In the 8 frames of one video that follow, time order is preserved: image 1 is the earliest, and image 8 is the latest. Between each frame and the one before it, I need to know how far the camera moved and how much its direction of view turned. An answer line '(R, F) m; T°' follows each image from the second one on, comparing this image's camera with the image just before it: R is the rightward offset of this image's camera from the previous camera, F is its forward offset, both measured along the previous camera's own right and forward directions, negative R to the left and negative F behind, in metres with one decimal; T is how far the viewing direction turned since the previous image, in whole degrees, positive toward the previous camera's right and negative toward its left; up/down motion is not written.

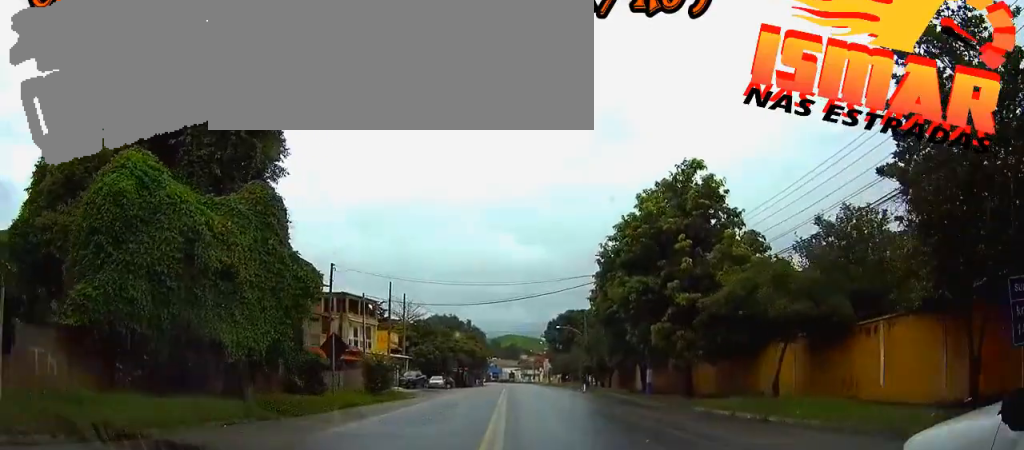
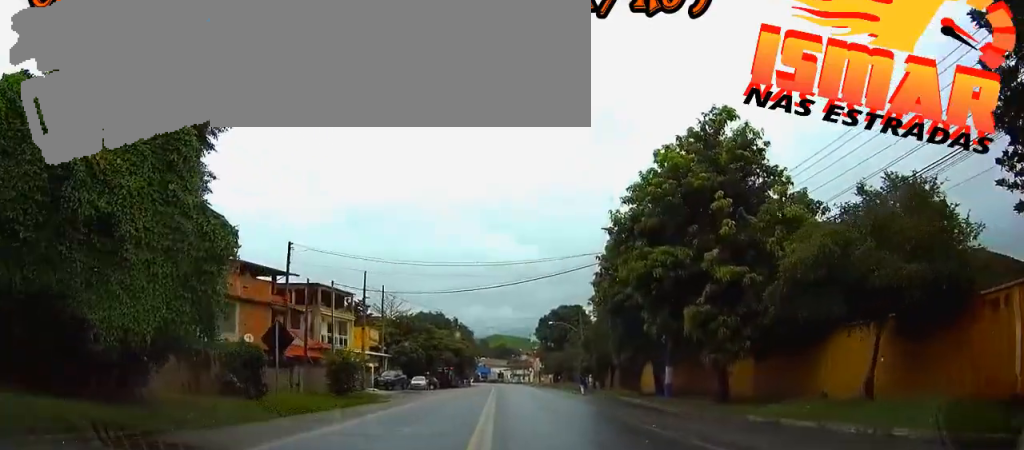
(-0.1, +6.6) m; 0°
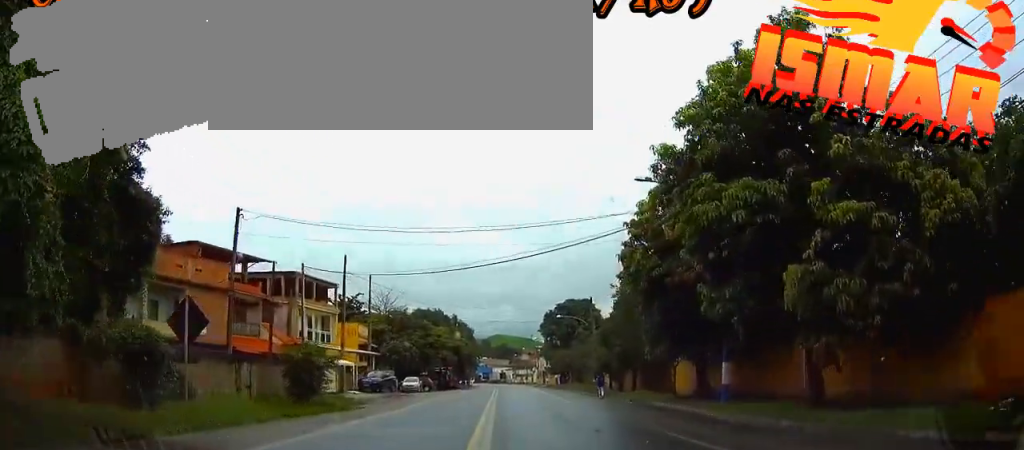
(0.0, +7.9) m; +1°
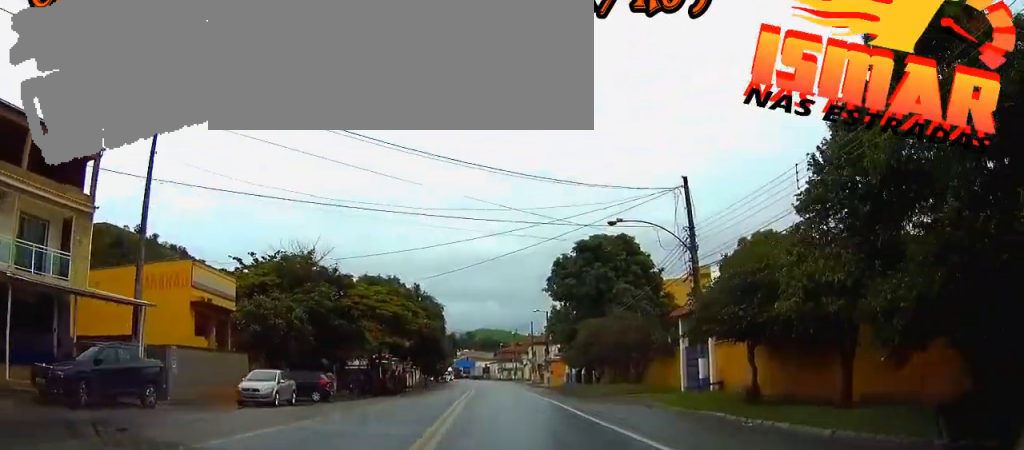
(+0.8, +38.3) m; +1°
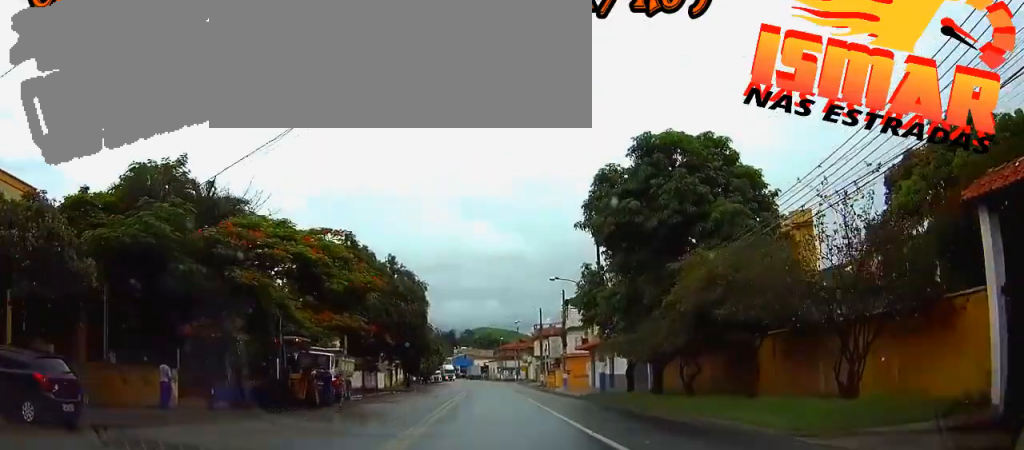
(0.0, +21.8) m; 0°
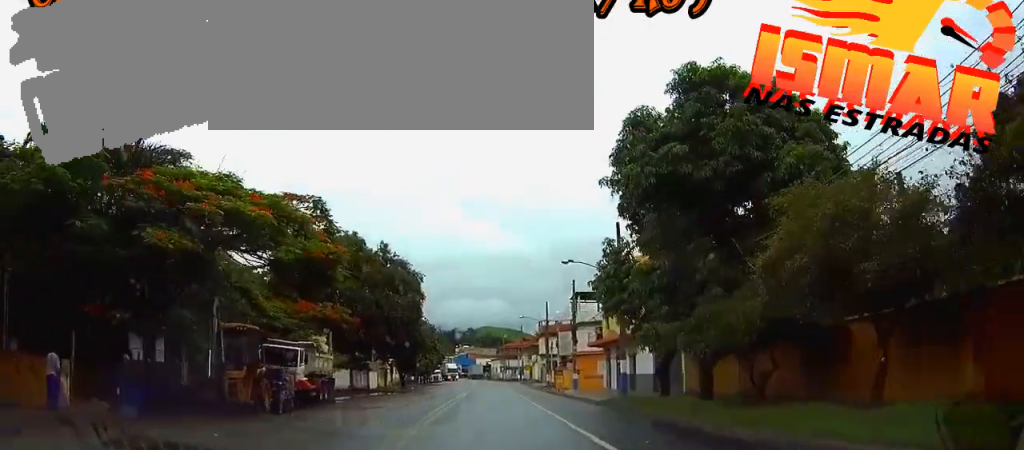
(0.0, +6.5) m; 0°
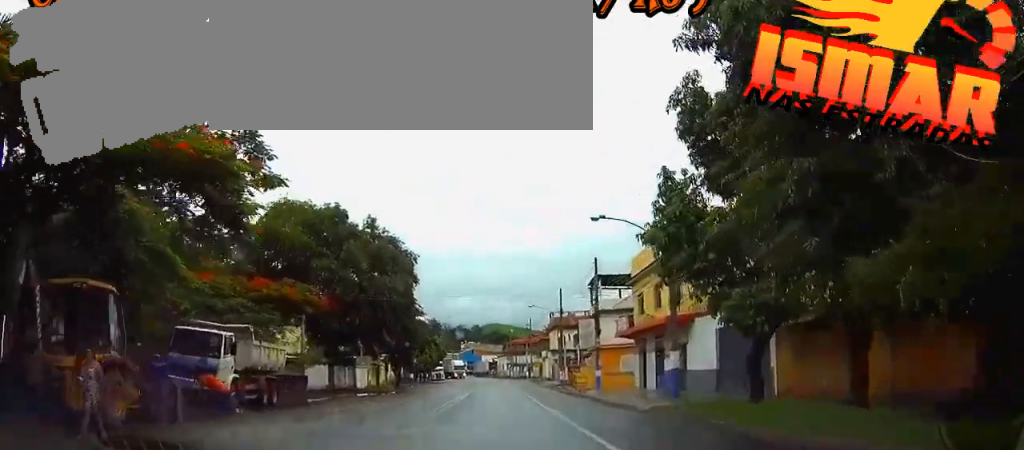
(0.0, +9.7) m; -1°
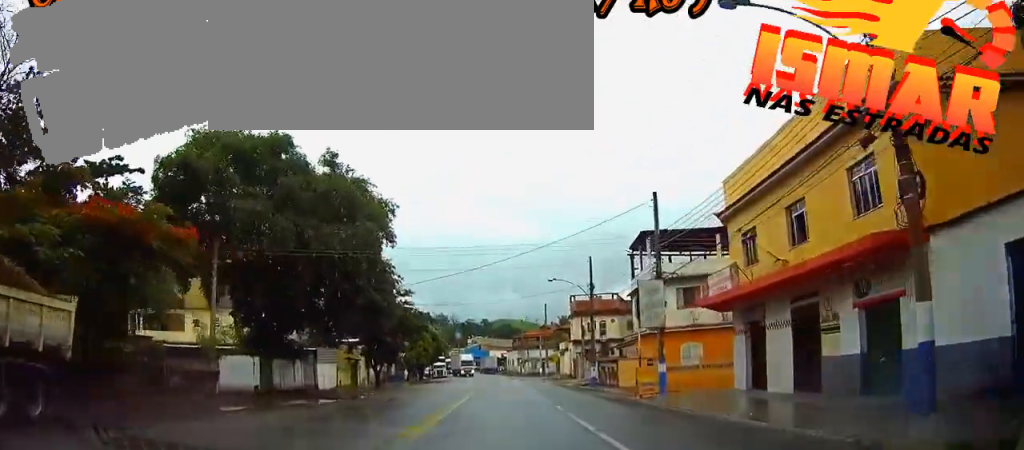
(-0.3, +16.5) m; -2°
